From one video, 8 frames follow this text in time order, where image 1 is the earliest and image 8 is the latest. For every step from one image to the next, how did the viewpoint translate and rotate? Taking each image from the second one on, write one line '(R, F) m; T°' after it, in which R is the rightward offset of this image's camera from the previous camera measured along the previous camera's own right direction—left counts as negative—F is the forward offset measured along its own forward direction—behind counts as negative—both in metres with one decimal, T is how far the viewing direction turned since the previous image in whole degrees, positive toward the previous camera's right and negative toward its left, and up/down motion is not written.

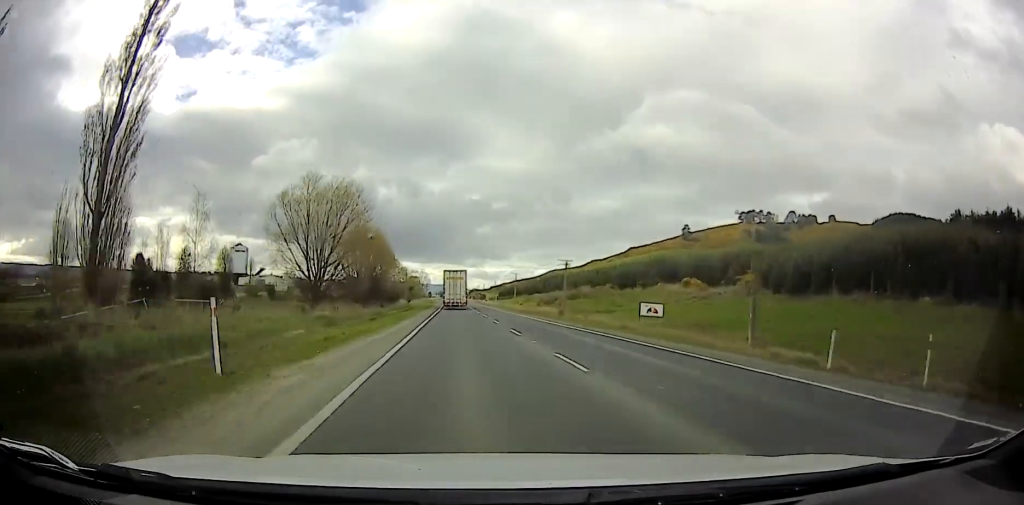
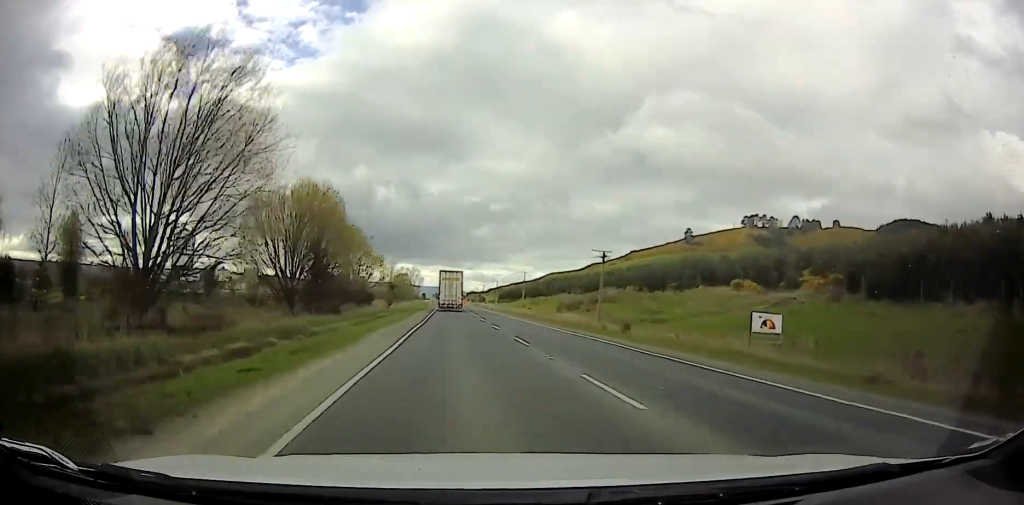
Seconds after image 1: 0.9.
(+0.1, +28.3) m; 0°
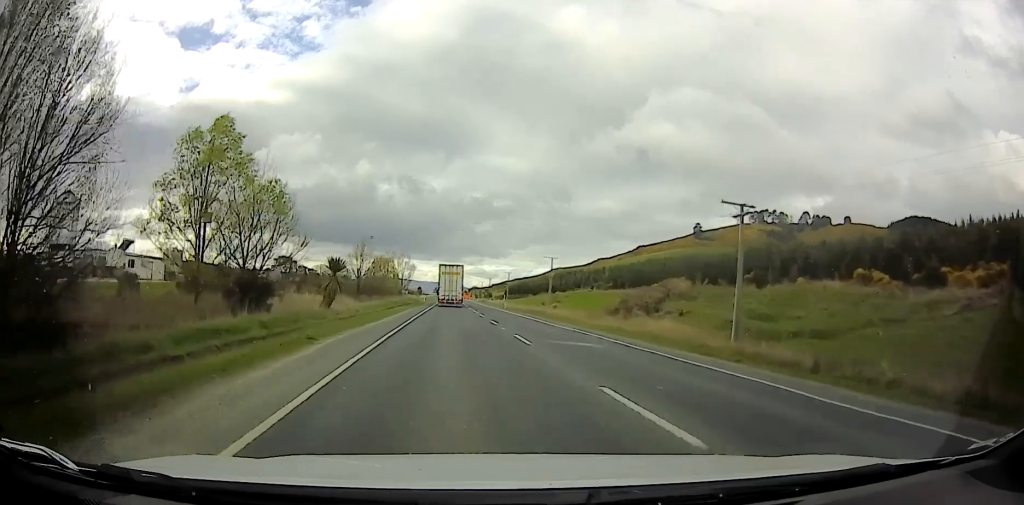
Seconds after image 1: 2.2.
(0.0, +37.0) m; -1°
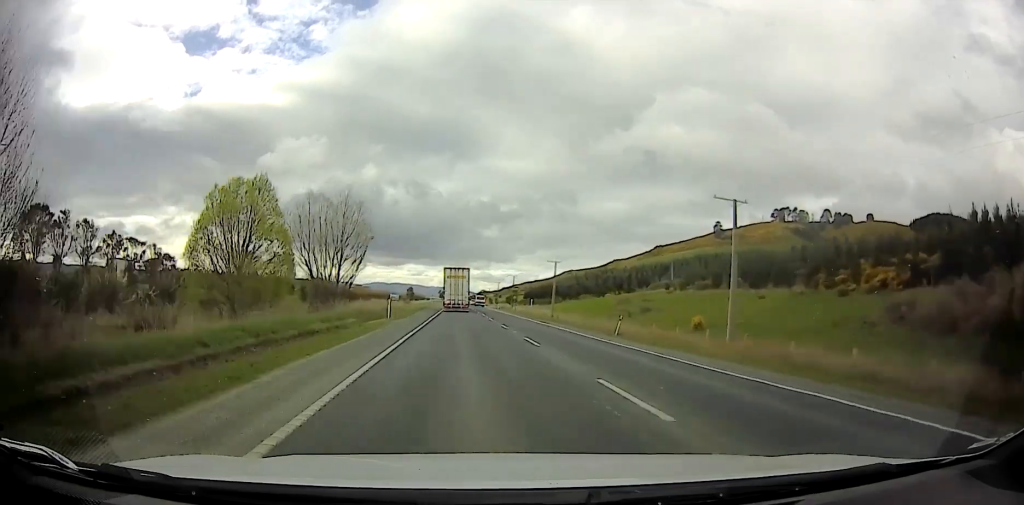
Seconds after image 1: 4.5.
(-2.1, +51.6) m; -5°
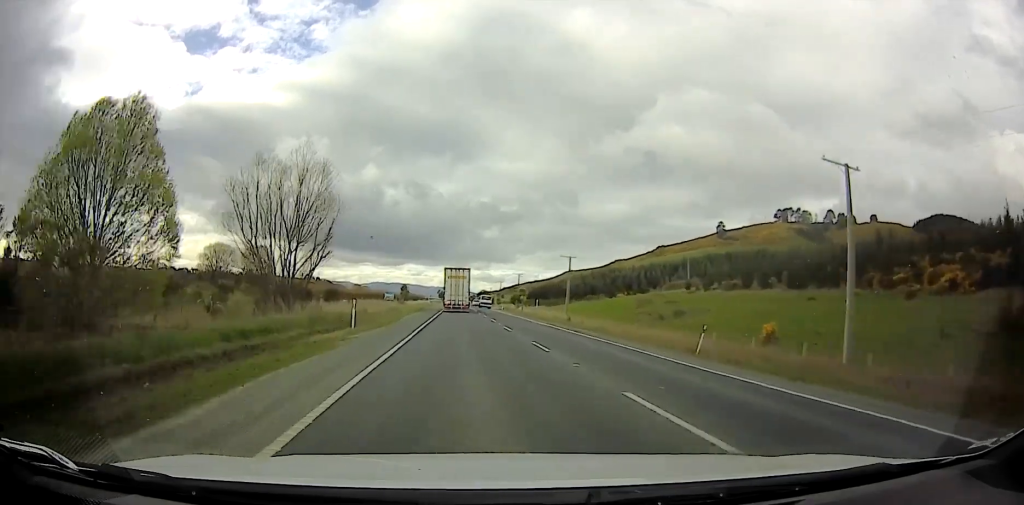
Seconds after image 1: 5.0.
(0.0, +10.7) m; -1°
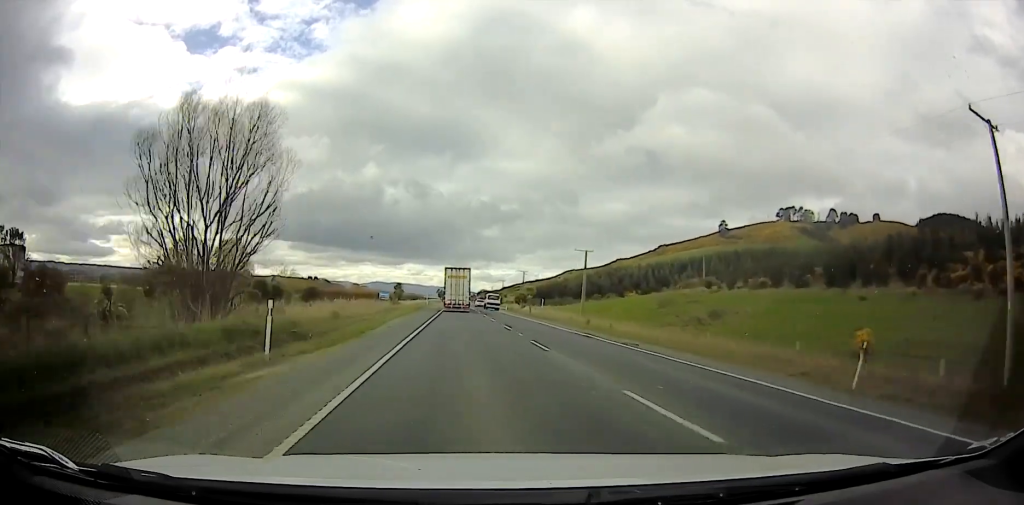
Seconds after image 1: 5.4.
(0.0, +10.8) m; 0°
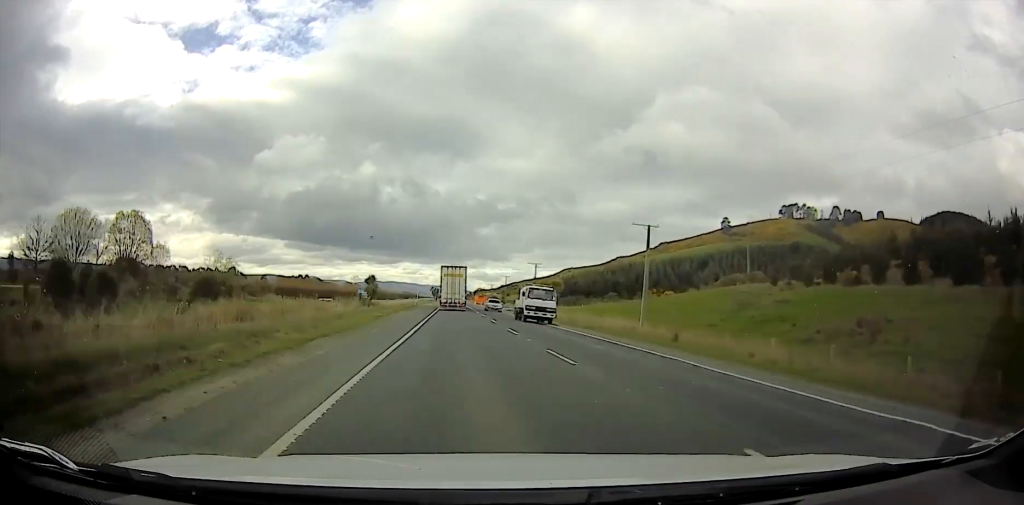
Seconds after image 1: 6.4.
(-0.3, +27.5) m; -1°
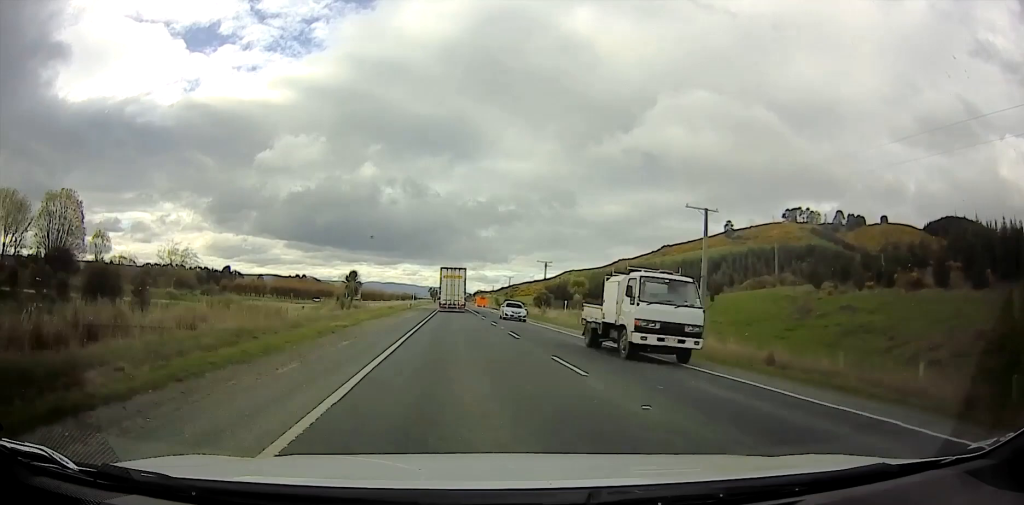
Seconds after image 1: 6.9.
(-0.1, +13.1) m; -1°
